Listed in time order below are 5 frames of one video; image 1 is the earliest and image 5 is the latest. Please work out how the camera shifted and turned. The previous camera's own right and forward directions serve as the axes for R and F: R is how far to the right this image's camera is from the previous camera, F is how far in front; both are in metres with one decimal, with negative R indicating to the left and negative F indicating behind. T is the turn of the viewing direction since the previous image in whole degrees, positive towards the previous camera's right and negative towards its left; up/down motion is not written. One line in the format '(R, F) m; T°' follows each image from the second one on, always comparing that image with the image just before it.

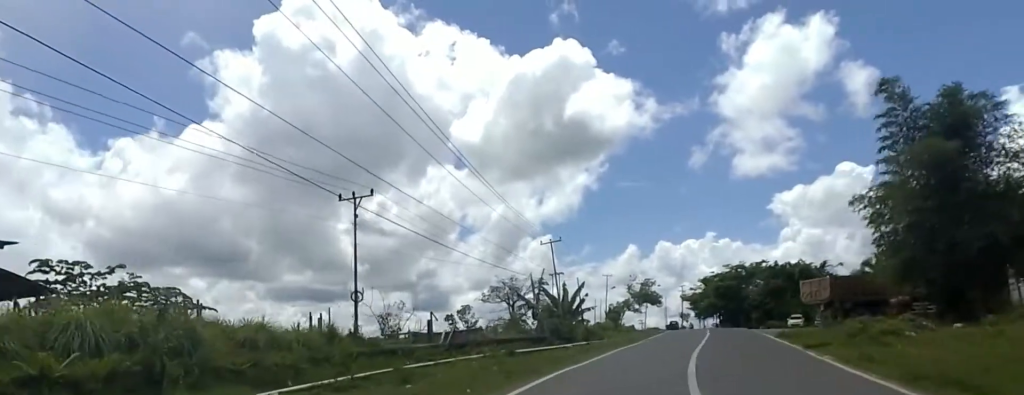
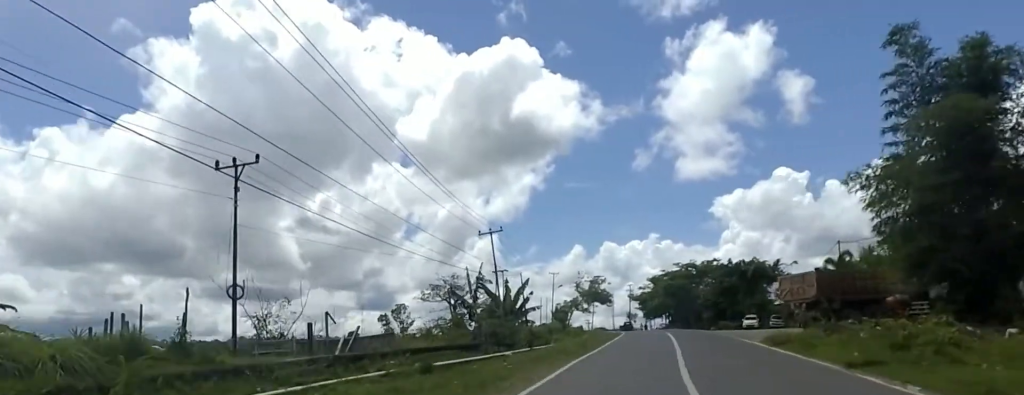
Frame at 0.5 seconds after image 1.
(+0.6, +6.1) m; +5°
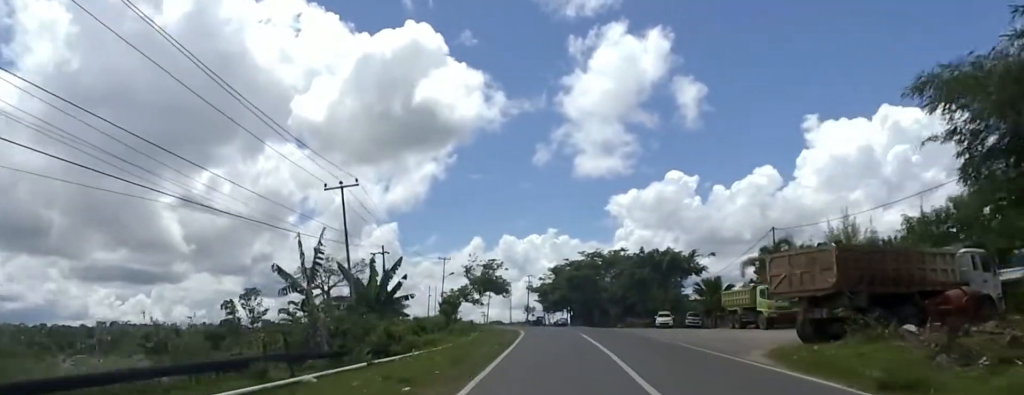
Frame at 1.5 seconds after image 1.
(+1.3, +12.2) m; +5°
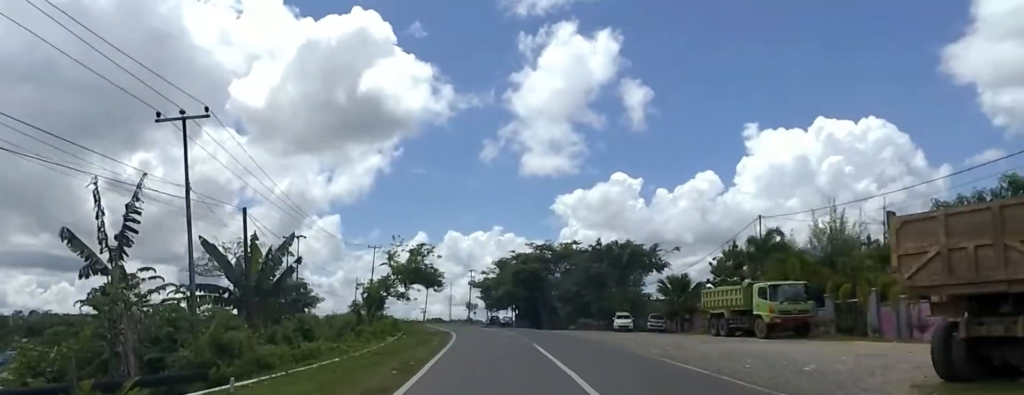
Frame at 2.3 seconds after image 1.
(-0.6, +9.1) m; +1°
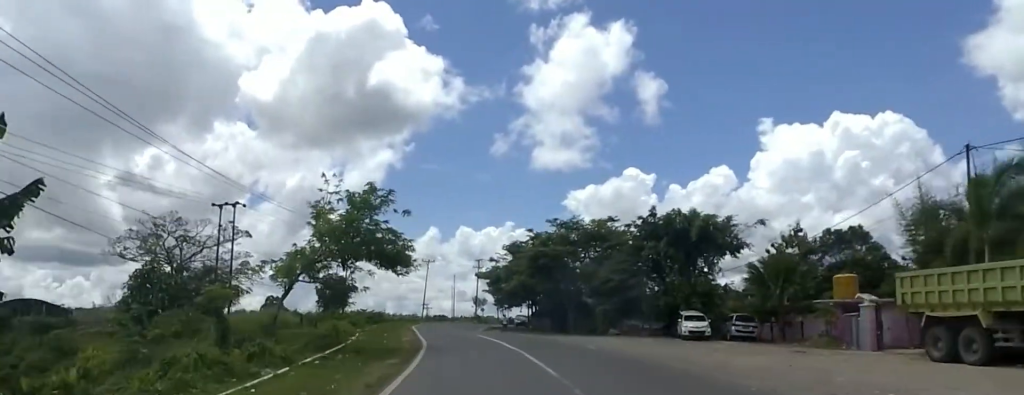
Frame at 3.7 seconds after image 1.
(+0.2, +17.2) m; -5°
